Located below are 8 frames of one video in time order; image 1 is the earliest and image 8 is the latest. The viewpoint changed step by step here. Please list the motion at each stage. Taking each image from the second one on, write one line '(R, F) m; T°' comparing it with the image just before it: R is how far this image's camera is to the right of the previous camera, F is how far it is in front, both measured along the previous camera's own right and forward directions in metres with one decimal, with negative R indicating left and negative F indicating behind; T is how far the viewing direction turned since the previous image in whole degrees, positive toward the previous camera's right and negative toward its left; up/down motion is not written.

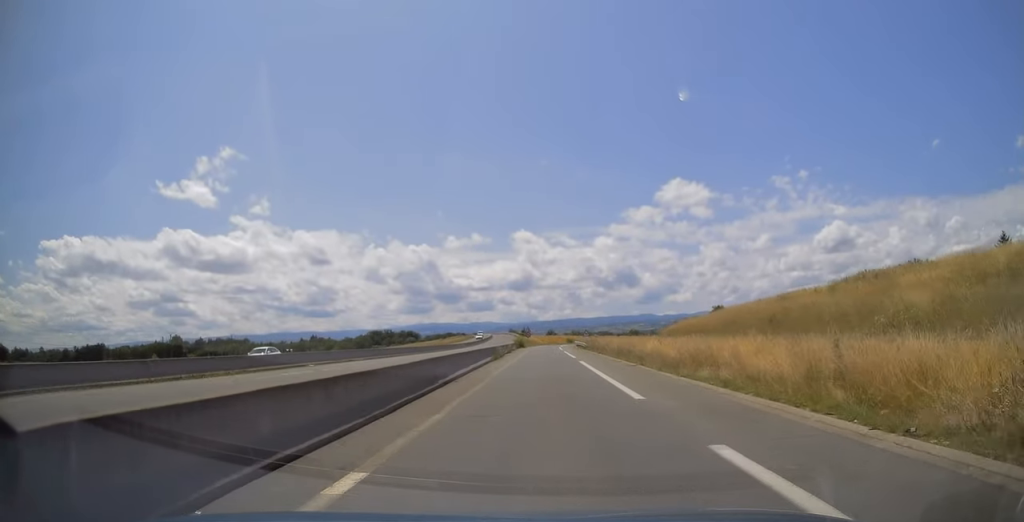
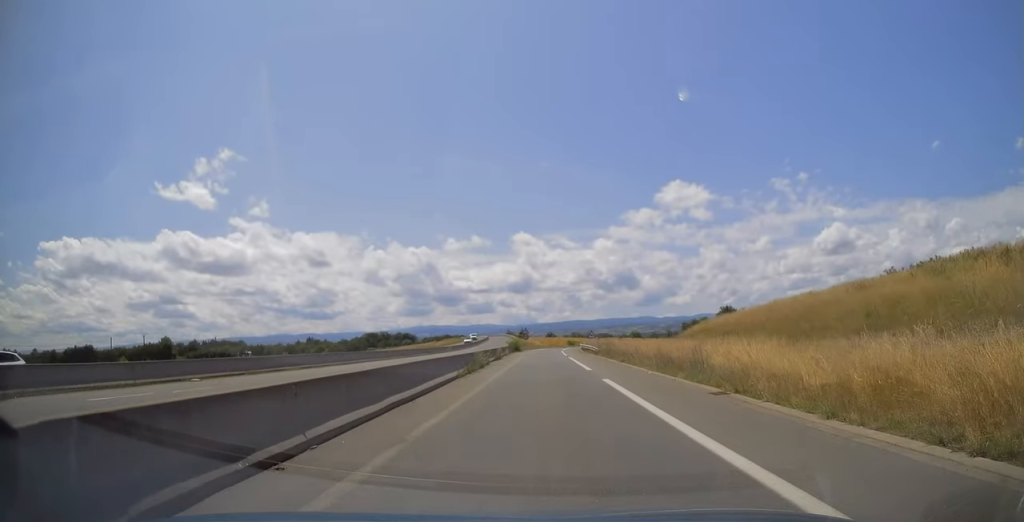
(+0.4, +13.0) m; 0°
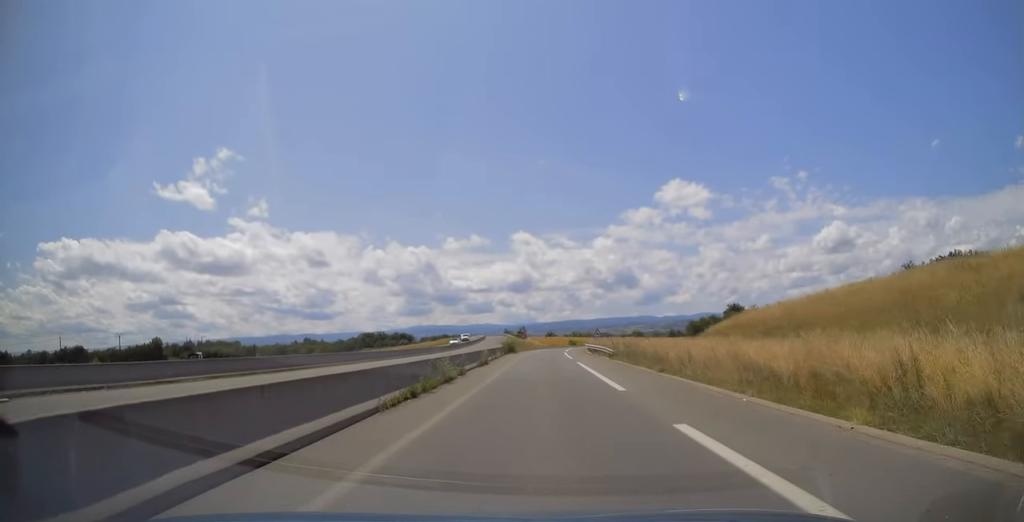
(0.0, +10.8) m; 0°
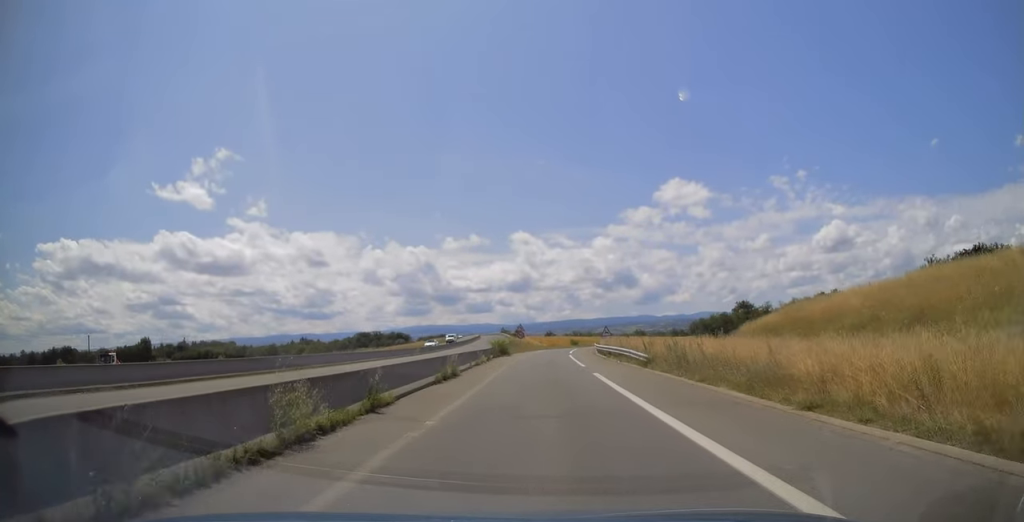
(-0.2, +12.4) m; -1°
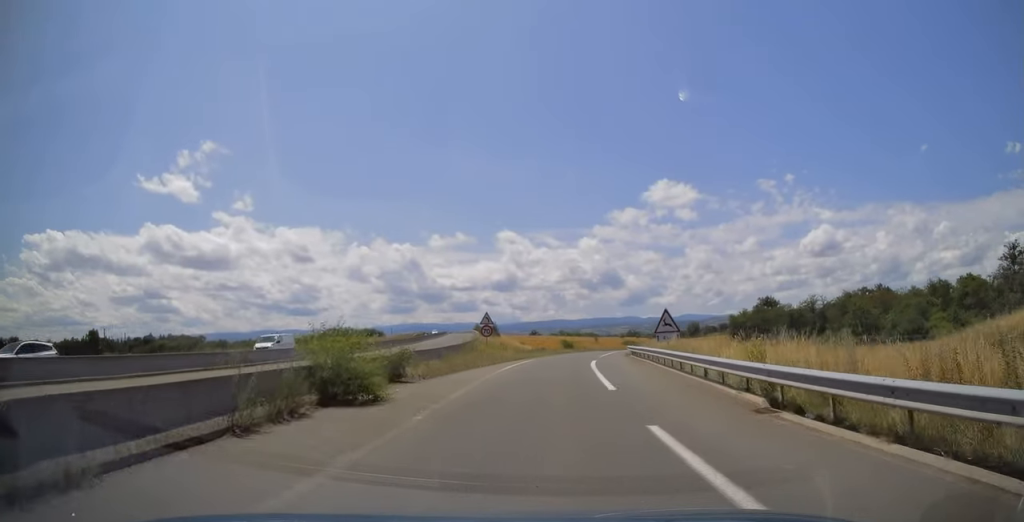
(-0.1, +40.3) m; +1°
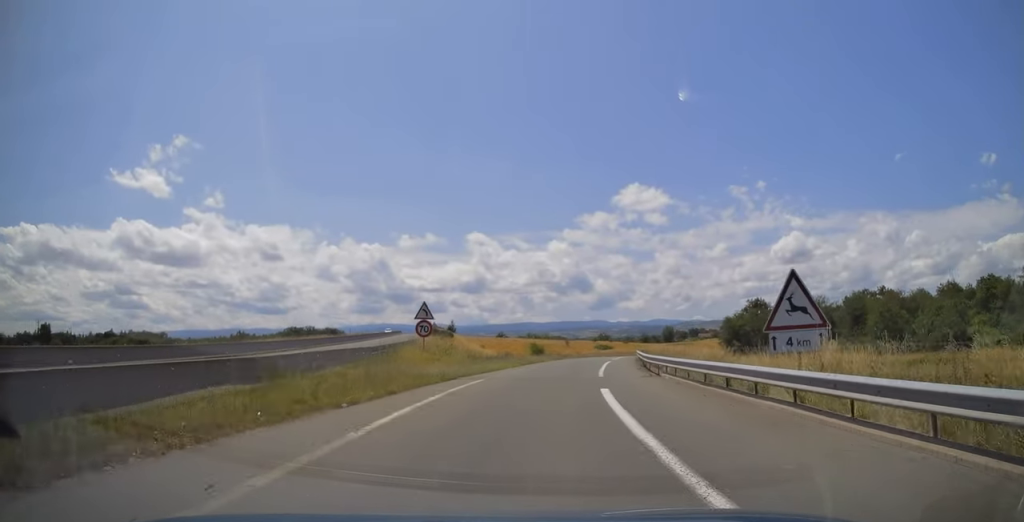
(+0.2, +18.7) m; +2°
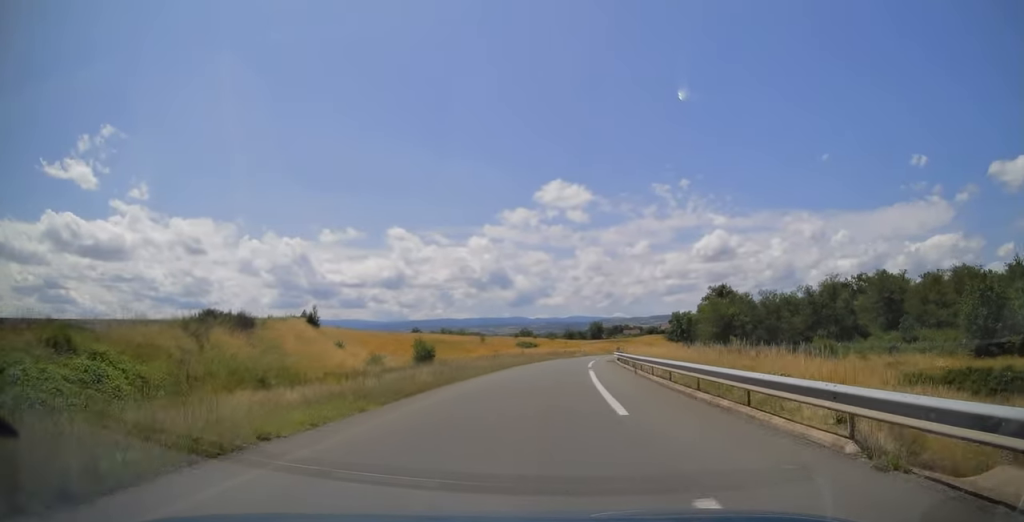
(+1.7, +37.8) m; +6°
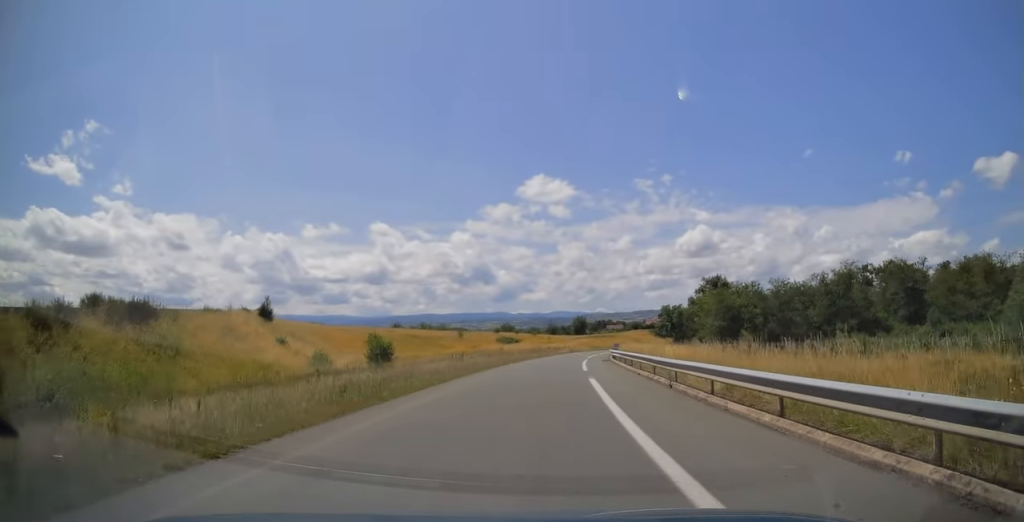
(+0.2, +9.9) m; +2°
